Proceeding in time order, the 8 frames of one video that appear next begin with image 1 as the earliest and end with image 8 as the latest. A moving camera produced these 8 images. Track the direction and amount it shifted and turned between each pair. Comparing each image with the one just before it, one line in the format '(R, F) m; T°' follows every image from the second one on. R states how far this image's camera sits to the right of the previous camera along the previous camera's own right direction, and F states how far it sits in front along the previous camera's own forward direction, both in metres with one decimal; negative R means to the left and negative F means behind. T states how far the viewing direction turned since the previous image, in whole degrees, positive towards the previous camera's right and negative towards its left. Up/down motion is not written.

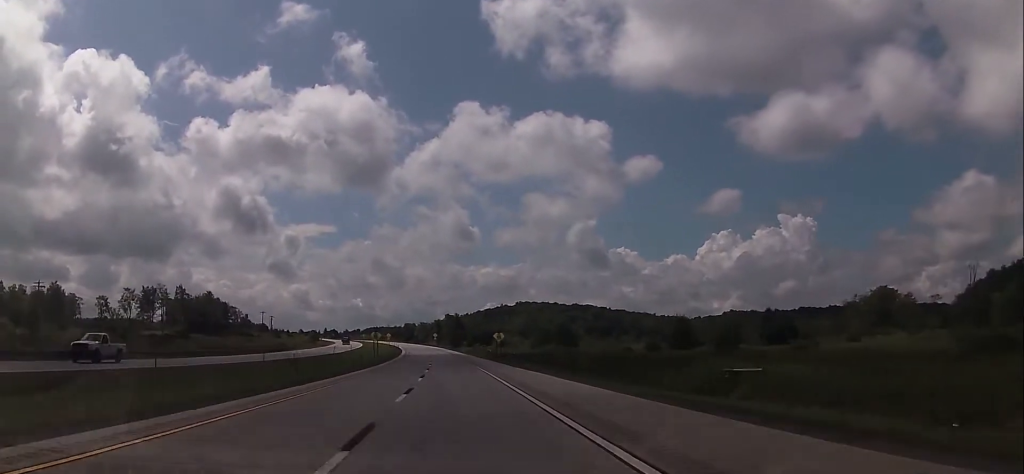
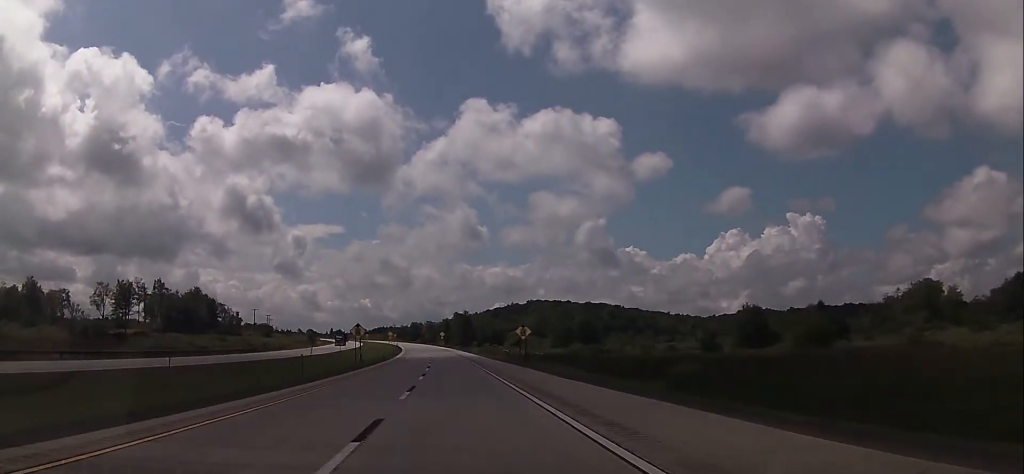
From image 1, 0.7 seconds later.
(-0.3, +23.1) m; -1°
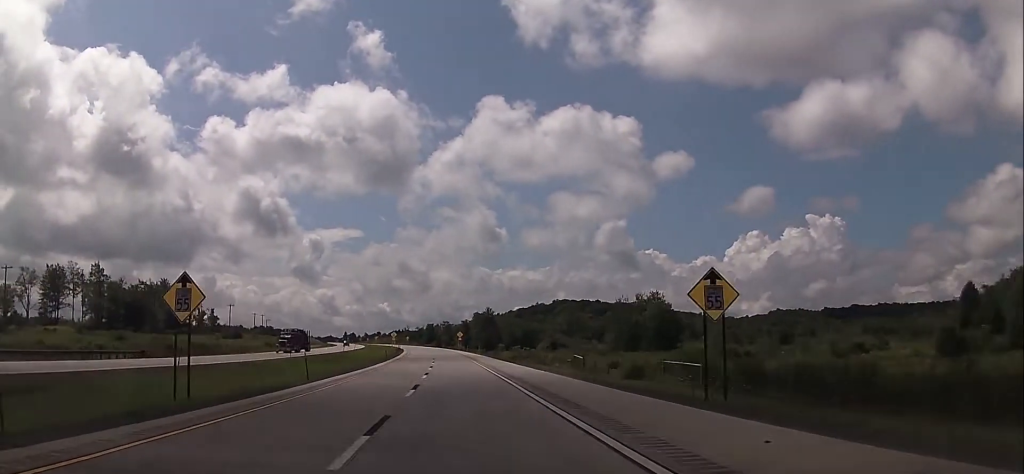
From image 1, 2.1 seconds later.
(-0.3, +47.3) m; -1°
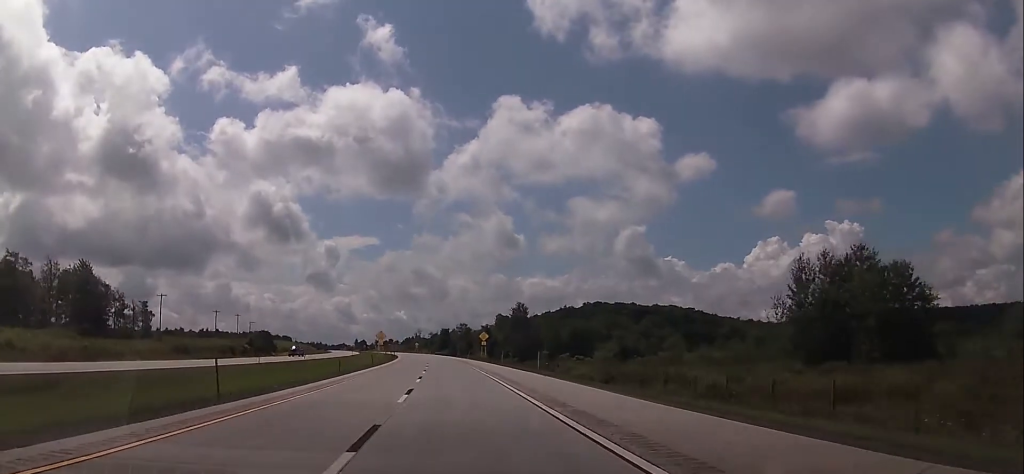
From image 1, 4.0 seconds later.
(-1.2, +61.4) m; -2°
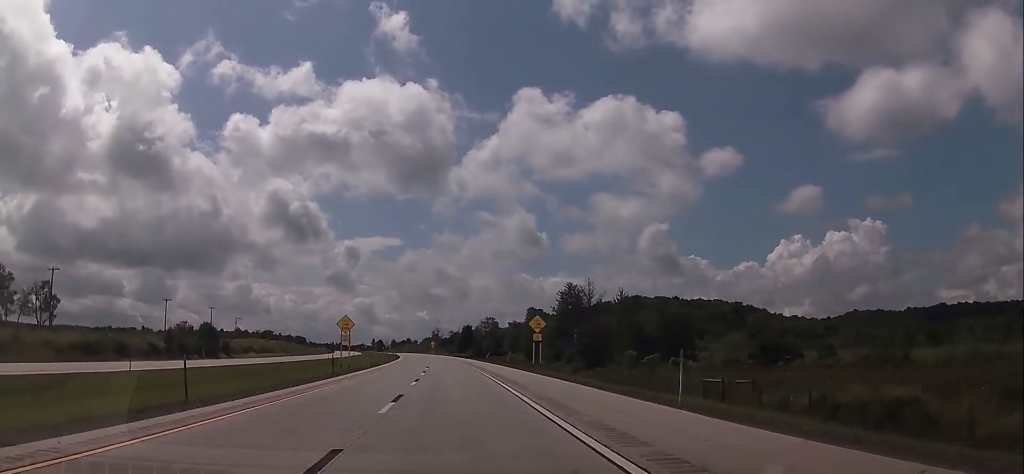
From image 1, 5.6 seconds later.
(-0.7, +51.6) m; -1°
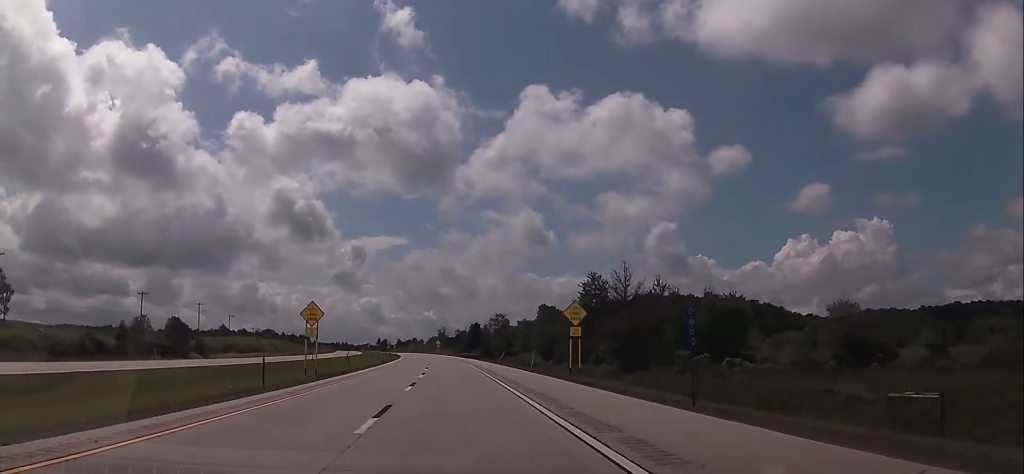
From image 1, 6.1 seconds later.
(0.0, +16.4) m; 0°
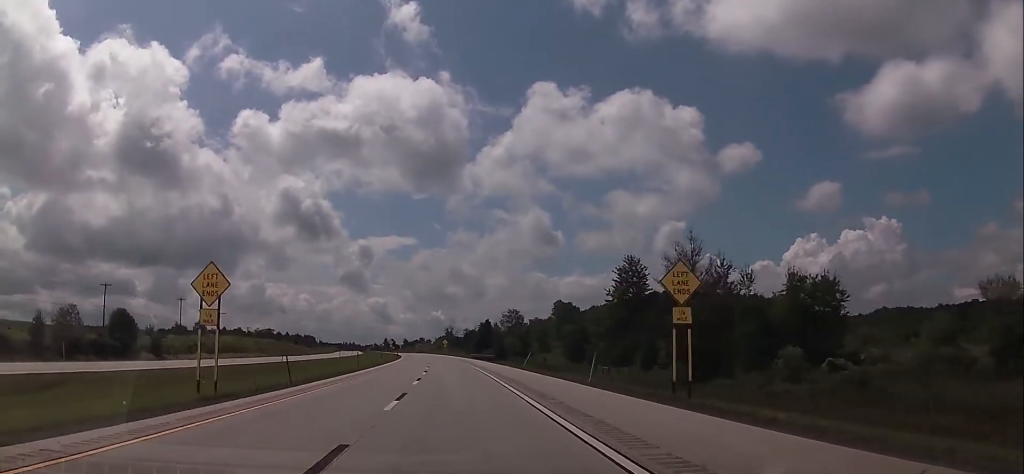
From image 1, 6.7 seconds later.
(-0.1, +19.6) m; -1°
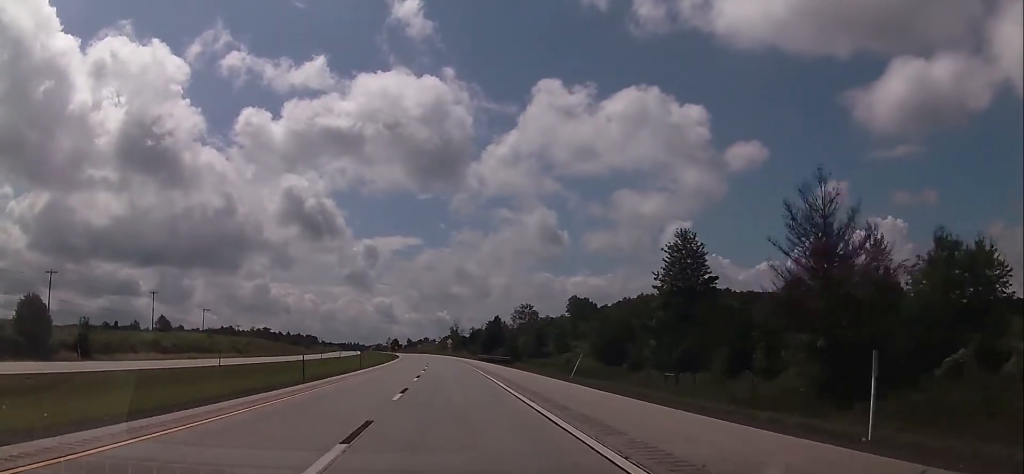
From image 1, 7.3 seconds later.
(0.0, +20.7) m; -1°
